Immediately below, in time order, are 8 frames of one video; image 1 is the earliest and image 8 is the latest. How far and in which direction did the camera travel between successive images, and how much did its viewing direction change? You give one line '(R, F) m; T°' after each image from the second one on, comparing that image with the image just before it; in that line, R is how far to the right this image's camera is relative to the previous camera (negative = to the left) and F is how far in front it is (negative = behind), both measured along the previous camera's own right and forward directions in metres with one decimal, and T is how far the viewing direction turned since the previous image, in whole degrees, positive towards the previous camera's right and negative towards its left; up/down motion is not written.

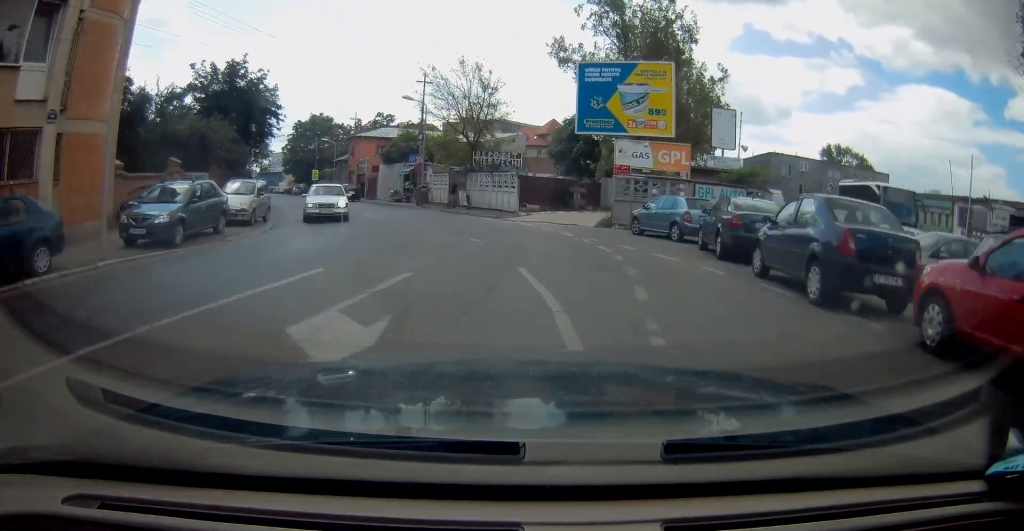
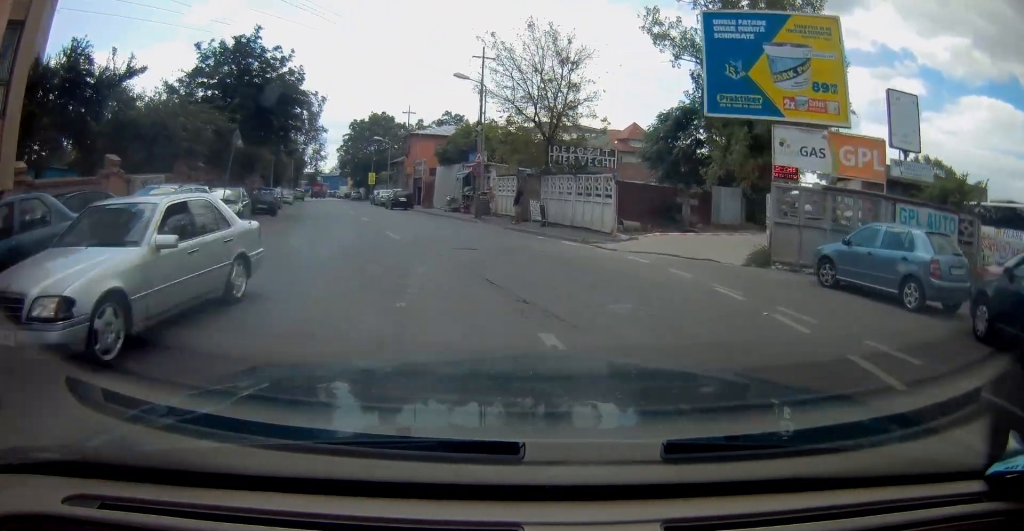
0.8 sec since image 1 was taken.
(-0.4, +9.0) m; -6°
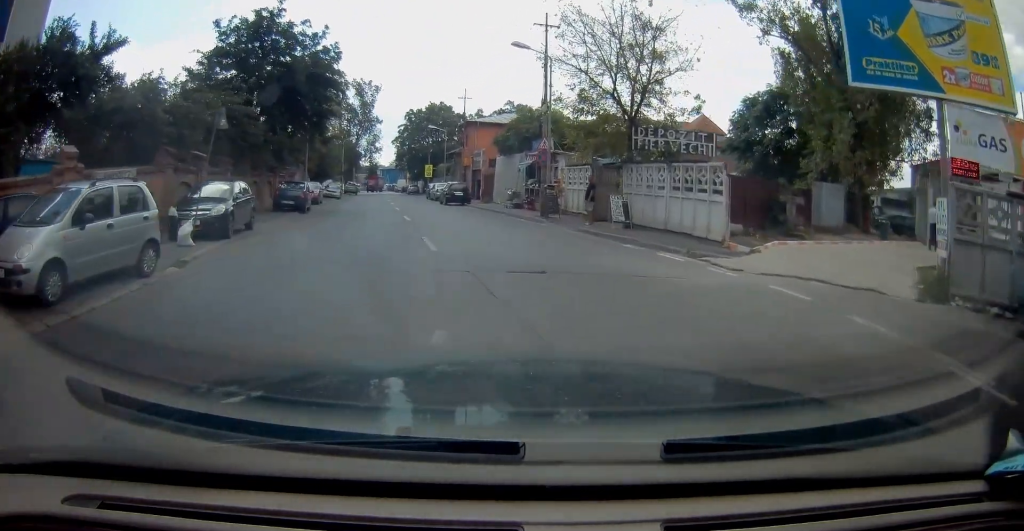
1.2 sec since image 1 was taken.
(0.0, +4.8) m; -4°
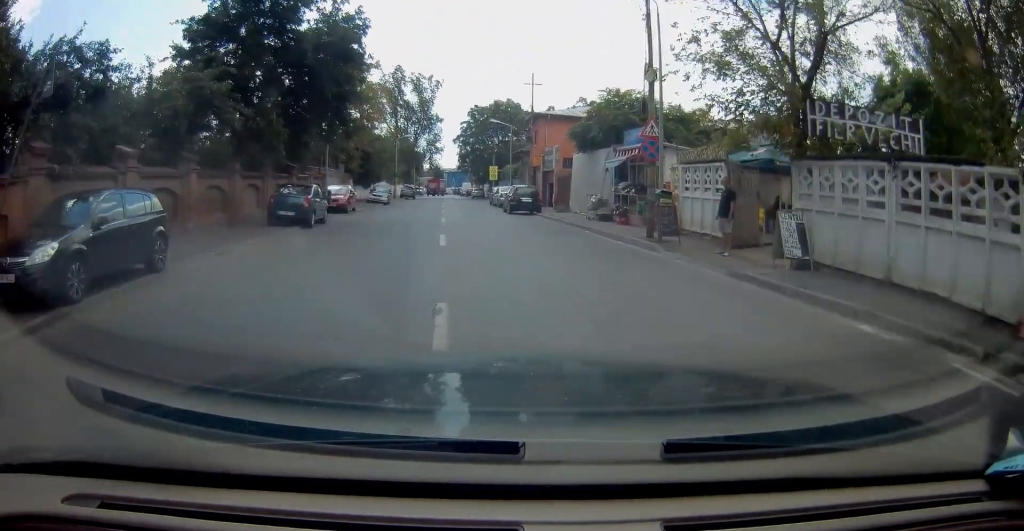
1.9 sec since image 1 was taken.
(-0.5, +7.8) m; -7°
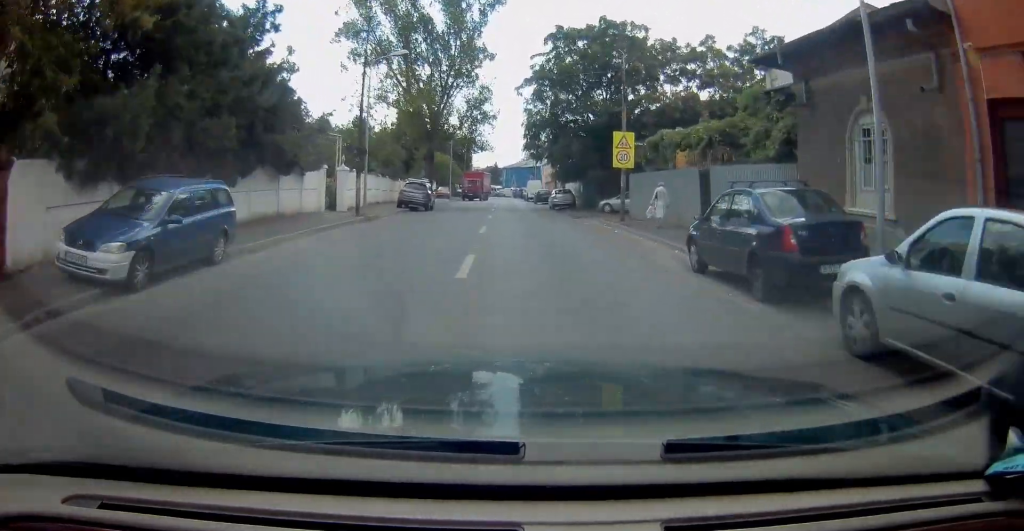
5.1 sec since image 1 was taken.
(-3.3, +39.5) m; -5°
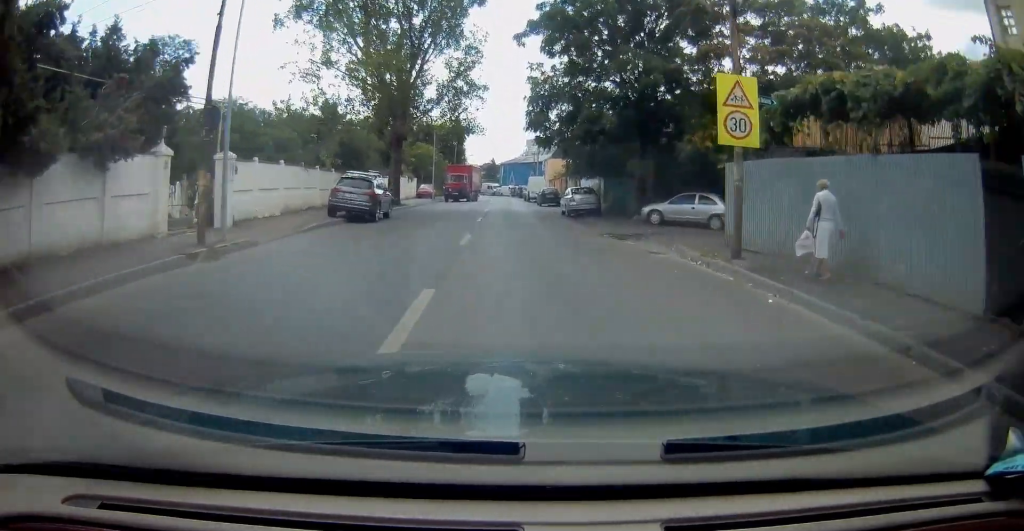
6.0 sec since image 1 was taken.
(-0.1, +12.8) m; -1°
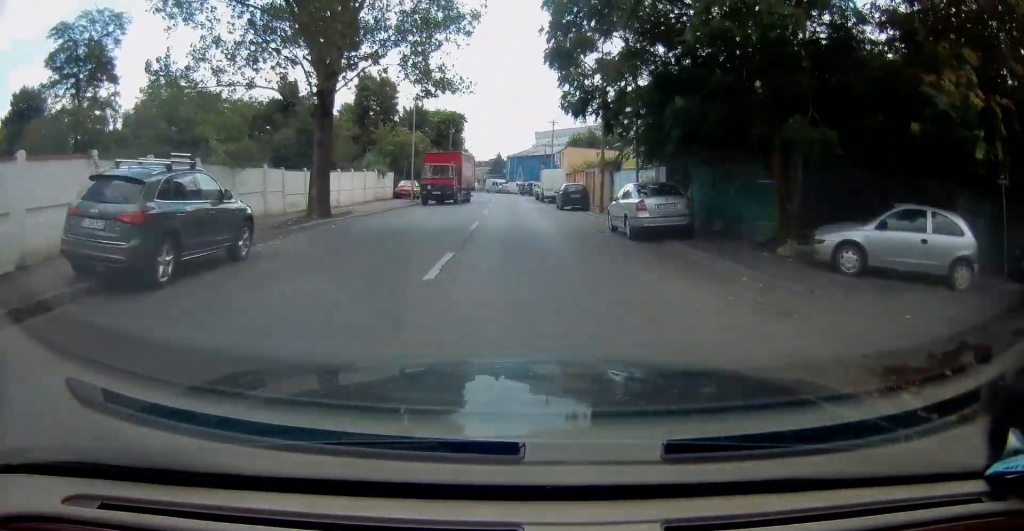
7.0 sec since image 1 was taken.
(0.0, +14.4) m; +1°
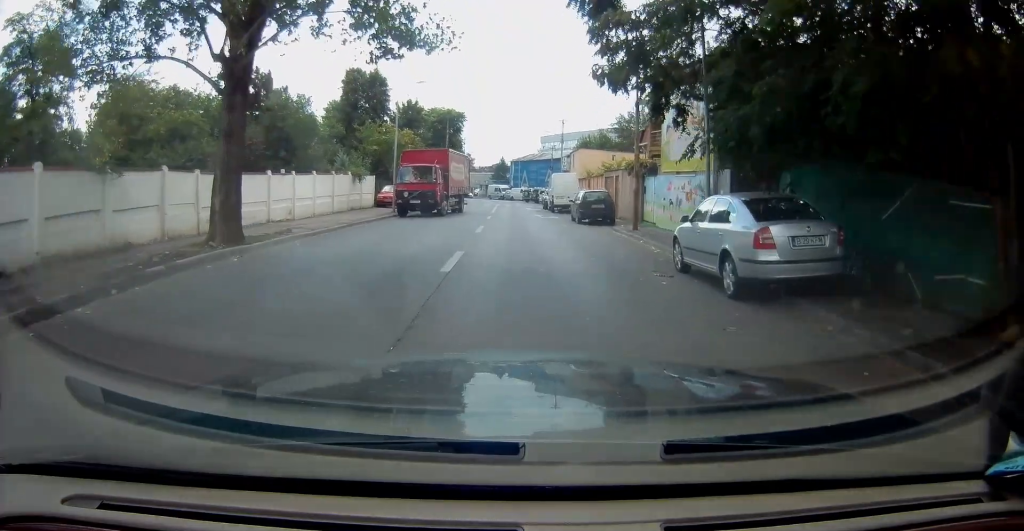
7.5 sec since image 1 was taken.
(+0.1, +7.2) m; 0°
